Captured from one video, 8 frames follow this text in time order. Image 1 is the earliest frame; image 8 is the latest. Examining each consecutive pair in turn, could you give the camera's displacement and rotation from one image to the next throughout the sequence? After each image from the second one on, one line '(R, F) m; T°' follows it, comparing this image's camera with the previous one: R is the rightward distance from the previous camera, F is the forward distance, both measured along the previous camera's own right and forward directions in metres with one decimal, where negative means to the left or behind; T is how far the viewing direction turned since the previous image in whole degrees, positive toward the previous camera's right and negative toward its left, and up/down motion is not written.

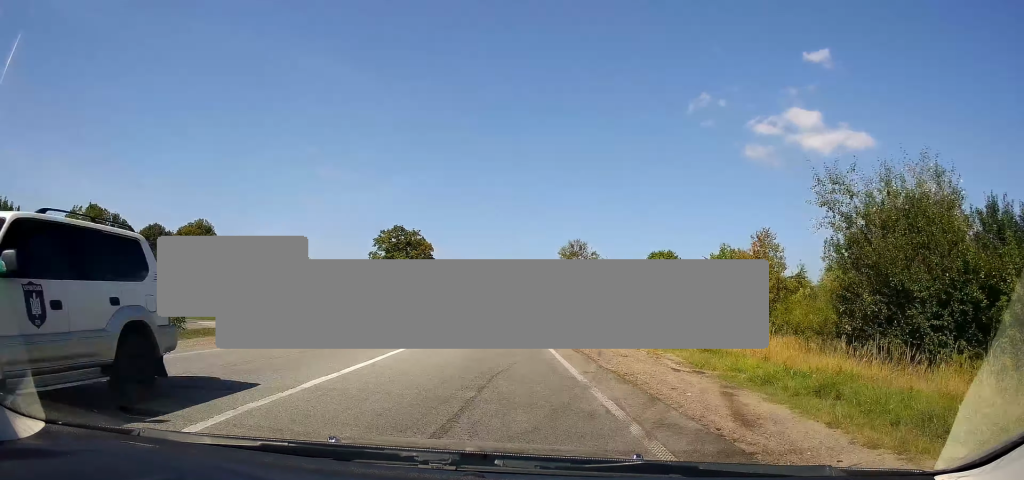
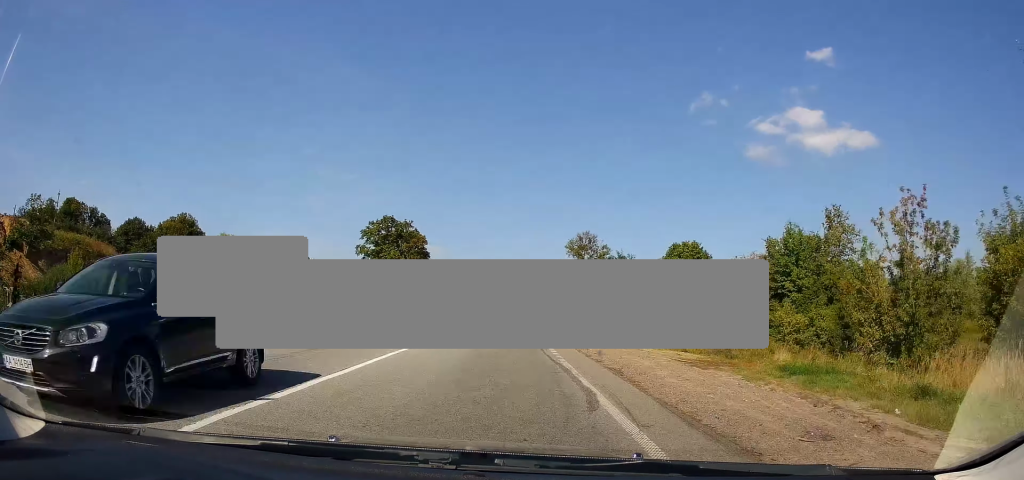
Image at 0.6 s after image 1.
(+0.1, +11.8) m; 0°
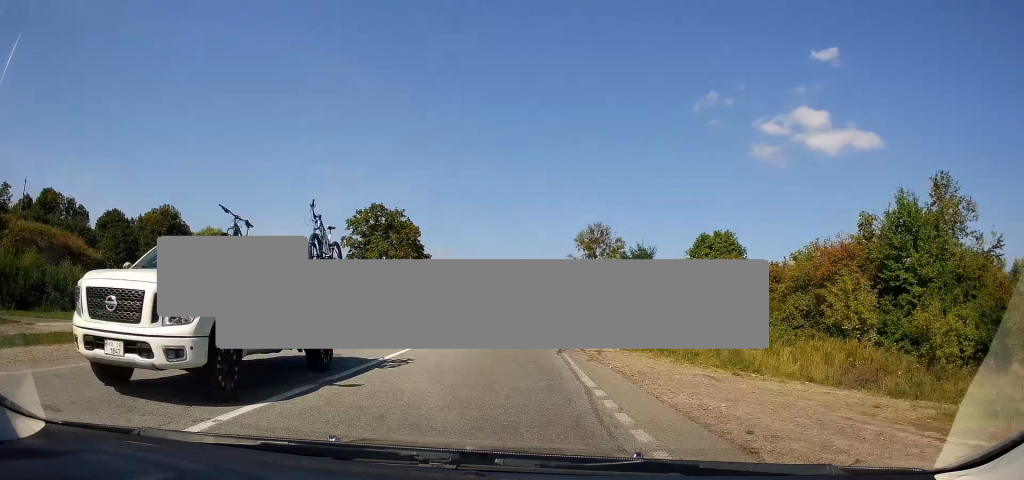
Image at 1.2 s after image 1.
(-0.2, +12.5) m; -1°
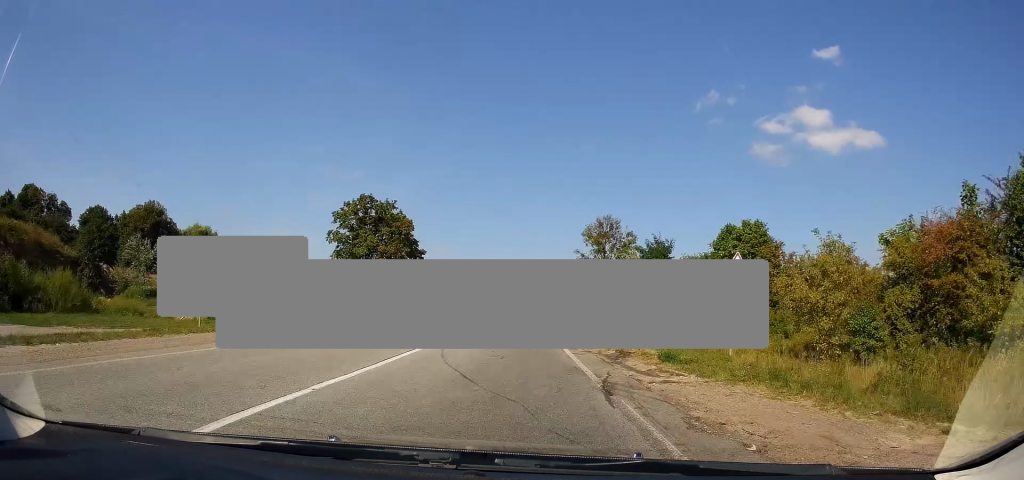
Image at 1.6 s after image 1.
(0.0, +8.3) m; 0°
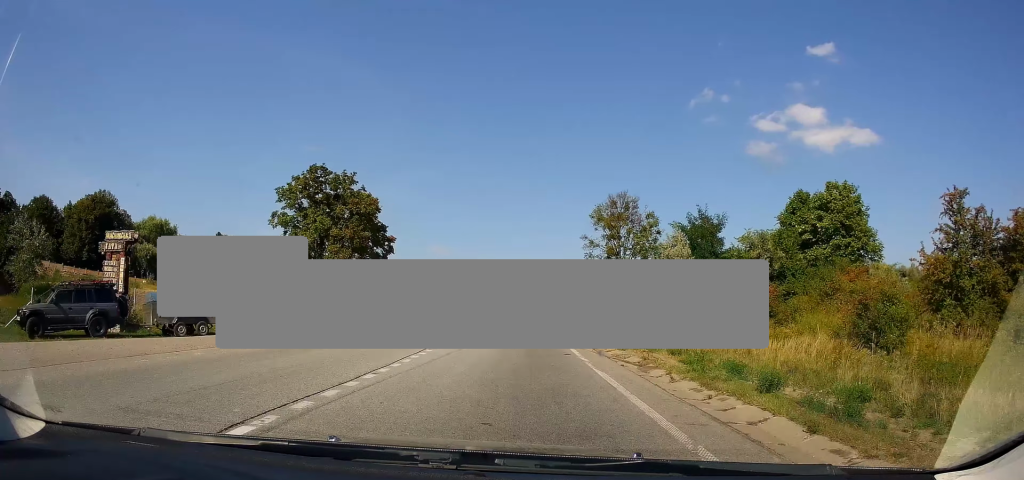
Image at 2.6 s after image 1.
(+0.1, +19.7) m; +1°
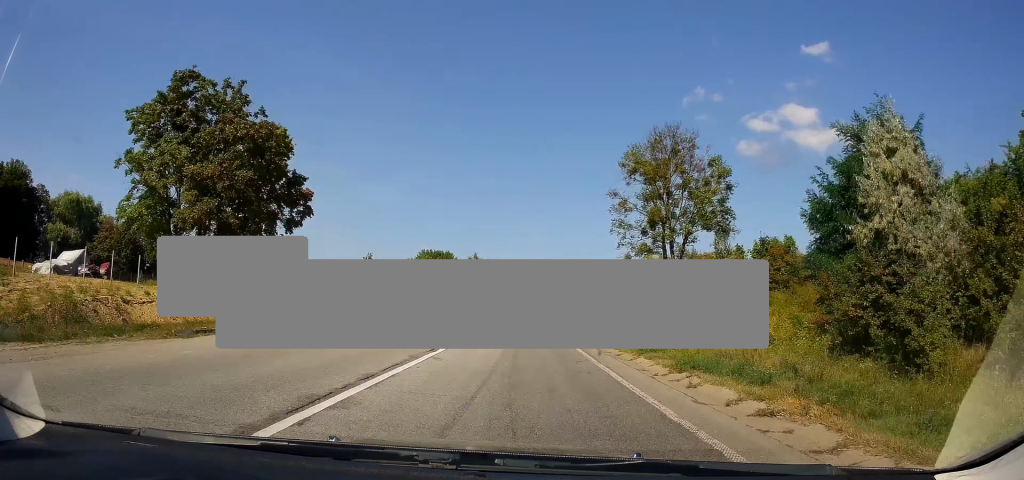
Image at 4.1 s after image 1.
(+0.5, +29.1) m; 0°
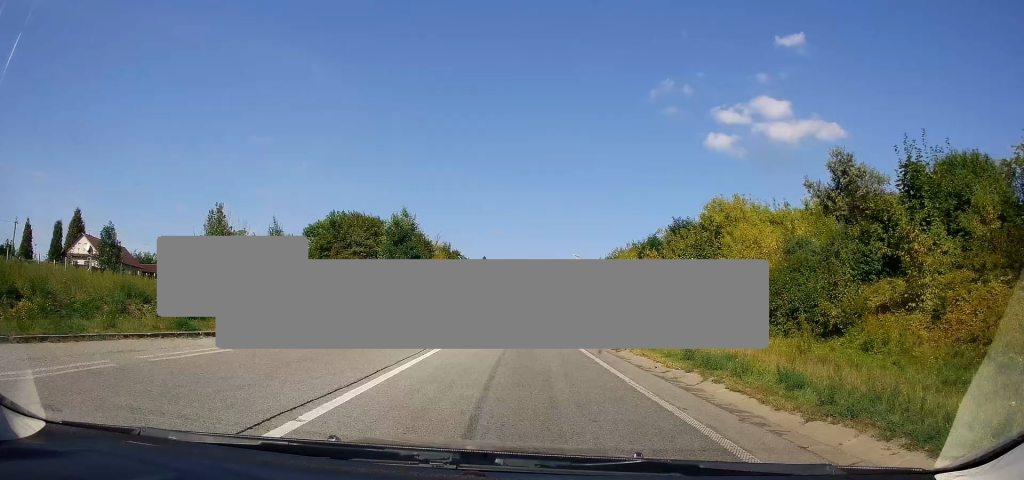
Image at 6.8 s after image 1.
(+0.7, +51.6) m; +2°
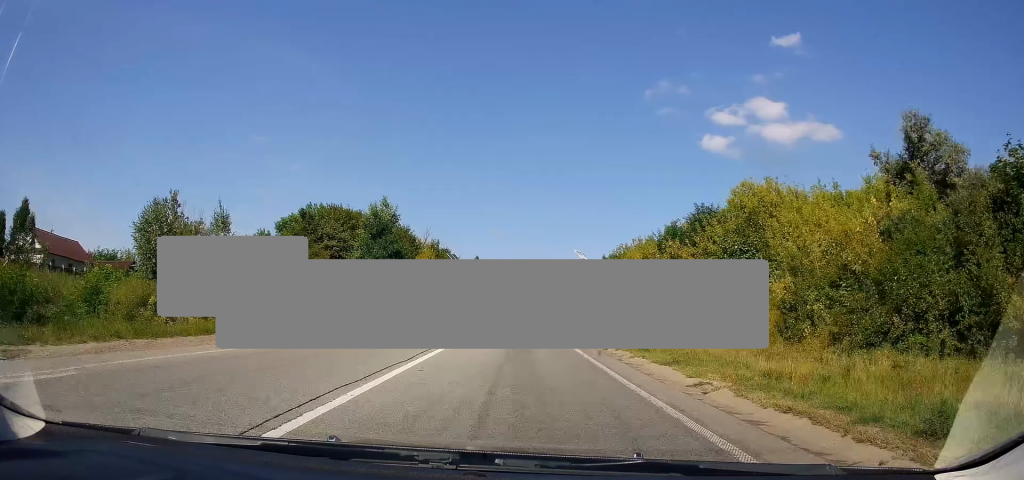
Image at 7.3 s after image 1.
(-0.2, +8.7) m; 0°
